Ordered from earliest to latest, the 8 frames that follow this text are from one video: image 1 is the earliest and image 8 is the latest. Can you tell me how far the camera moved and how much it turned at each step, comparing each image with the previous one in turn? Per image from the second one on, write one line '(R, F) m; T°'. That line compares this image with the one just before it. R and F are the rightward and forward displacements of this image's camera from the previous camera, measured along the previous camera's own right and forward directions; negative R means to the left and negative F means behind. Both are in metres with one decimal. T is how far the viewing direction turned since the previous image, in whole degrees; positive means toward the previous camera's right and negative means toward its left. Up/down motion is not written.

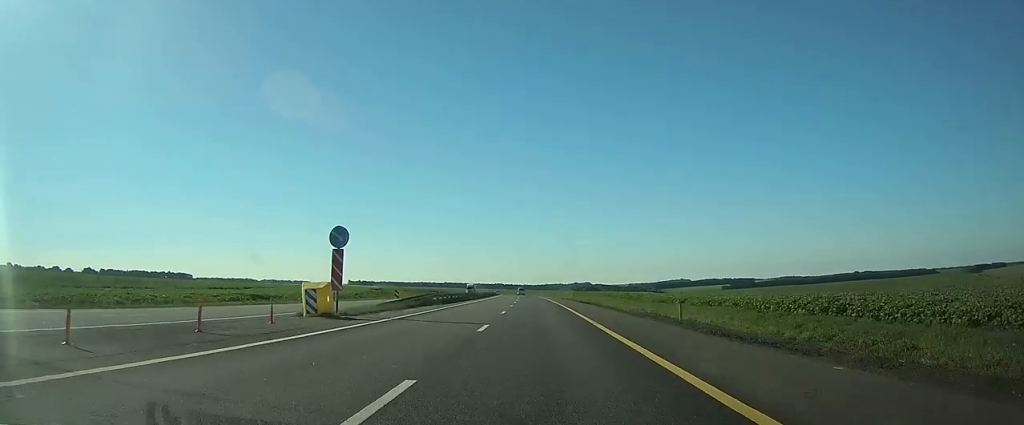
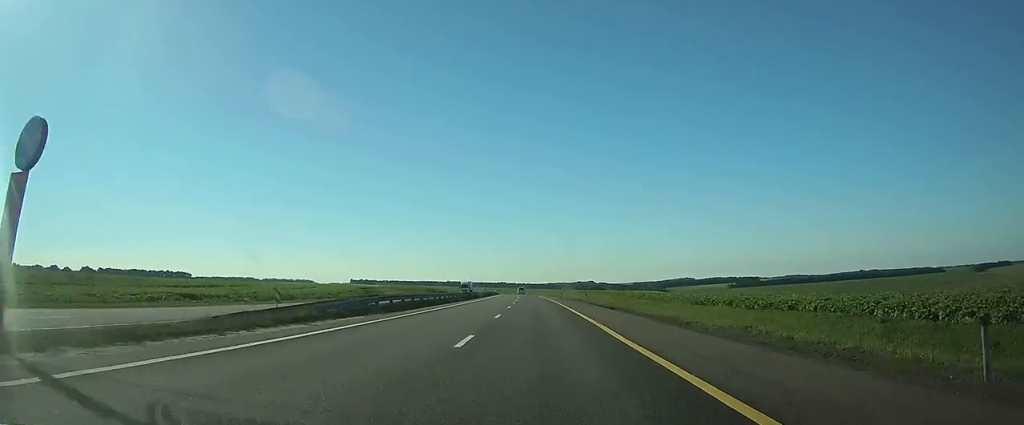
(0.0, +16.7) m; 0°
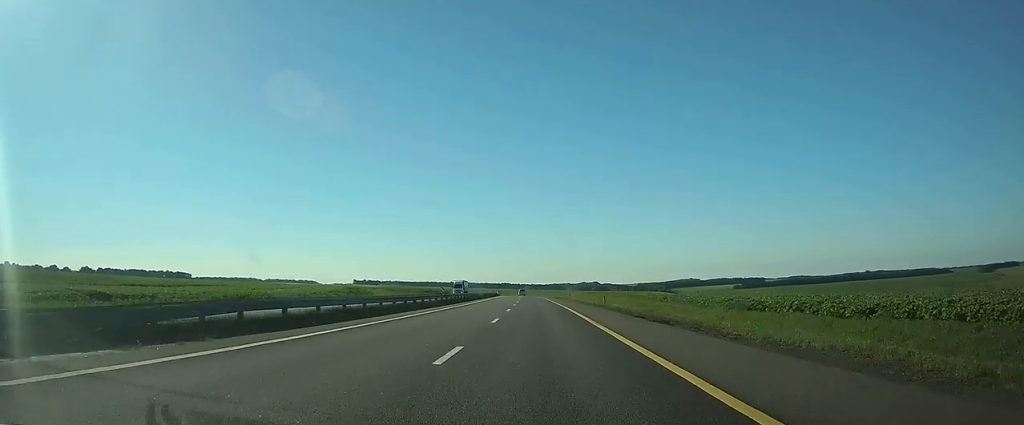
(0.0, +14.6) m; 0°
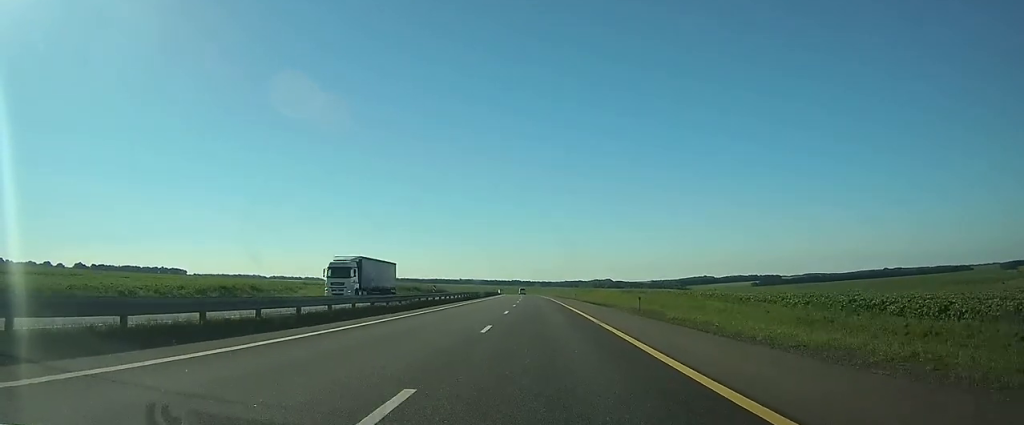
(-0.6, +53.2) m; -1°
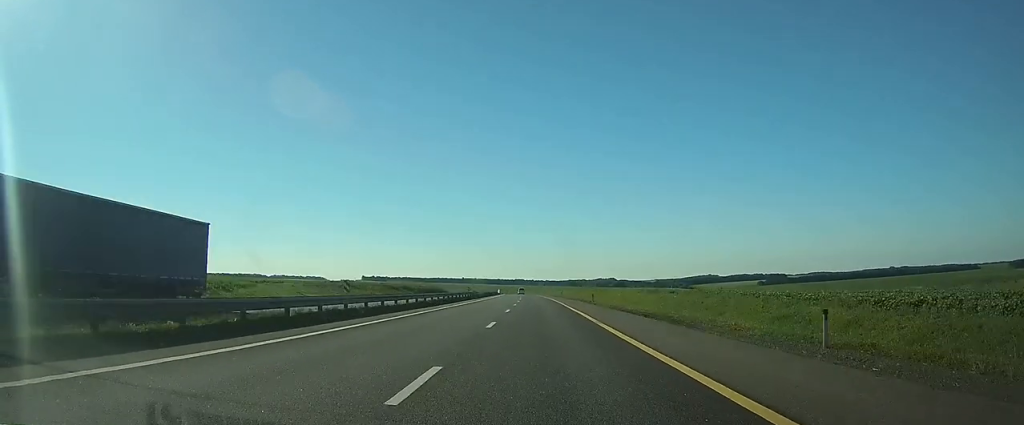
(-0.1, +21.9) m; 0°
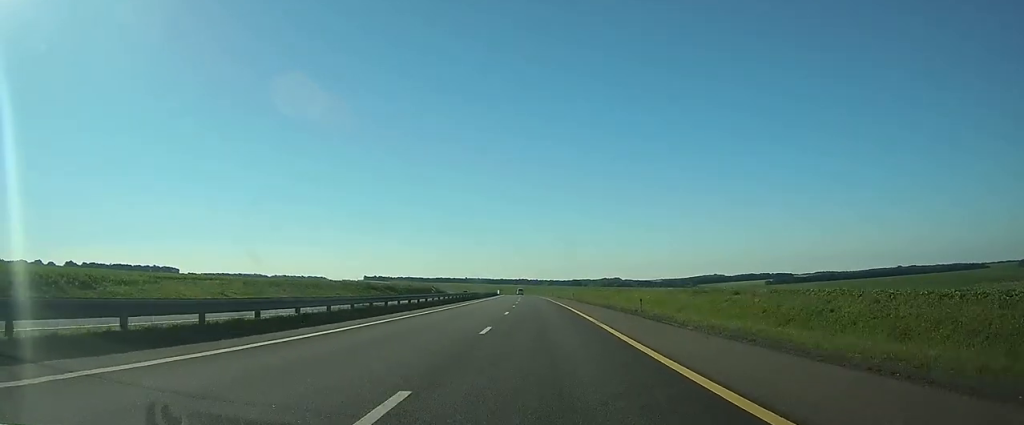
(-0.2, +26.1) m; -1°
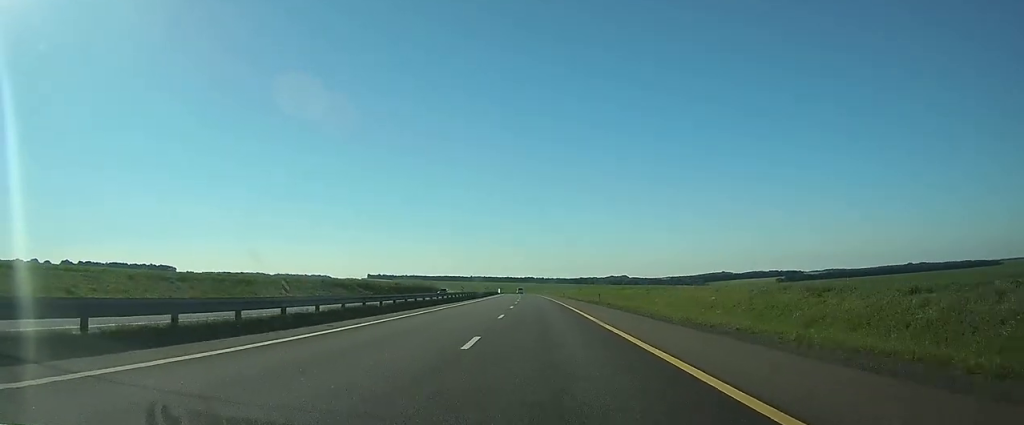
(-0.2, +28.2) m; 0°
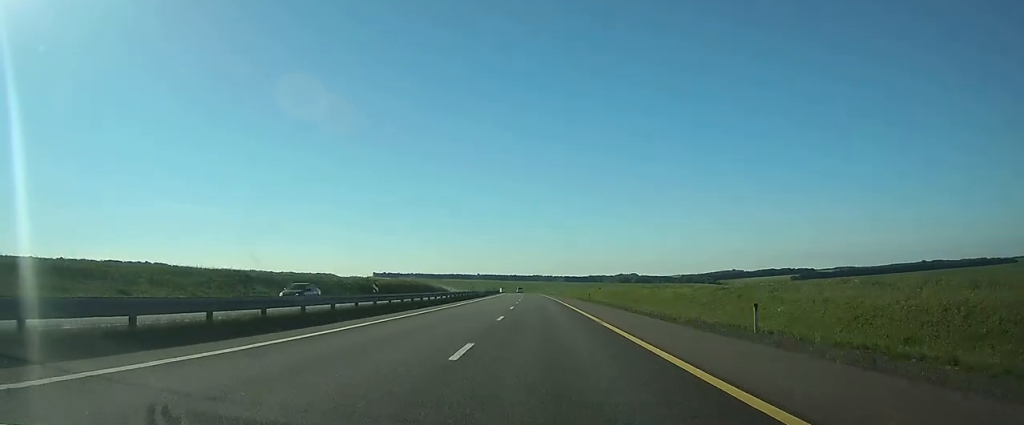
(-0.1, +37.6) m; -1°
